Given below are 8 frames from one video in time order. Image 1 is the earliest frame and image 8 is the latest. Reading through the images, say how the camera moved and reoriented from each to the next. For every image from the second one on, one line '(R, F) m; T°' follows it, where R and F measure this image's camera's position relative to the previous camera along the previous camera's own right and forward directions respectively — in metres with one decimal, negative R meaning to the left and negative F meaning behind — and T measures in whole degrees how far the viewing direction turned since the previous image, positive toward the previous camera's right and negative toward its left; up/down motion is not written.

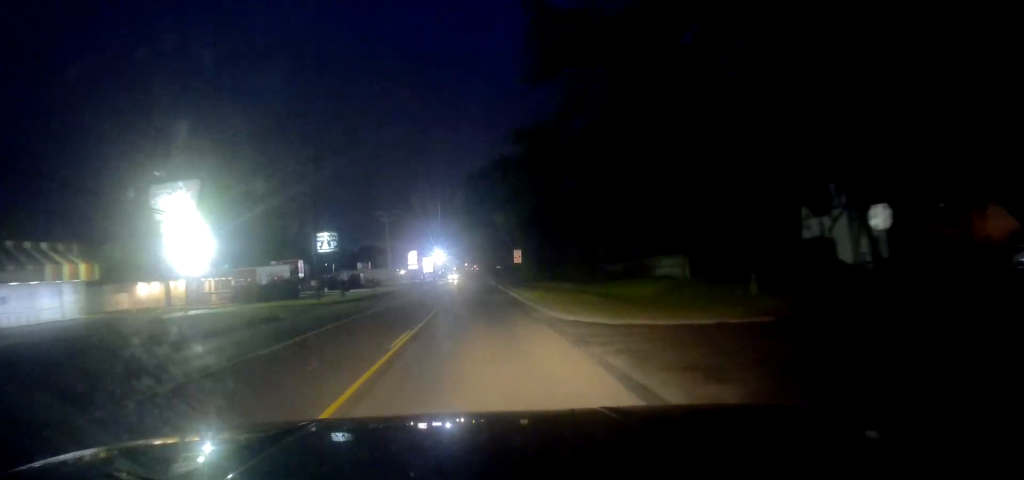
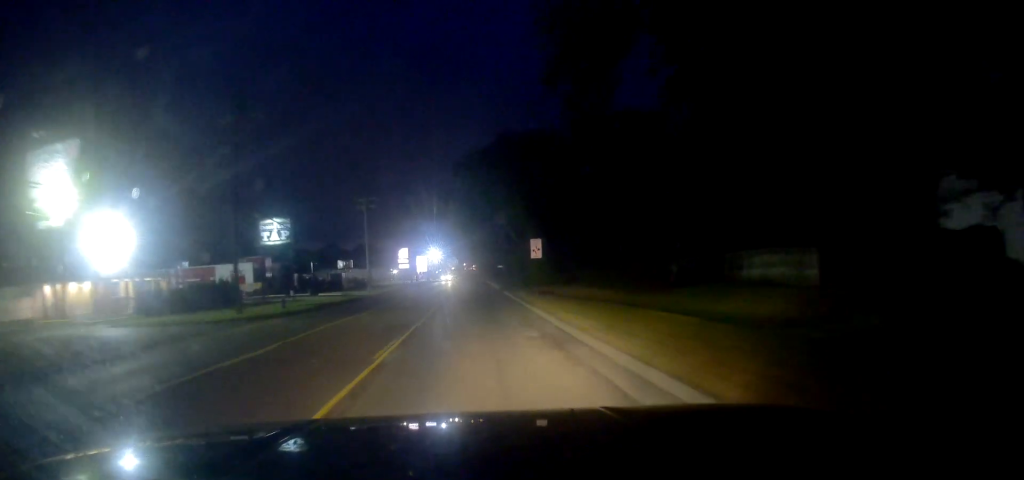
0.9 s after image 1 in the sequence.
(-0.4, +16.3) m; -1°
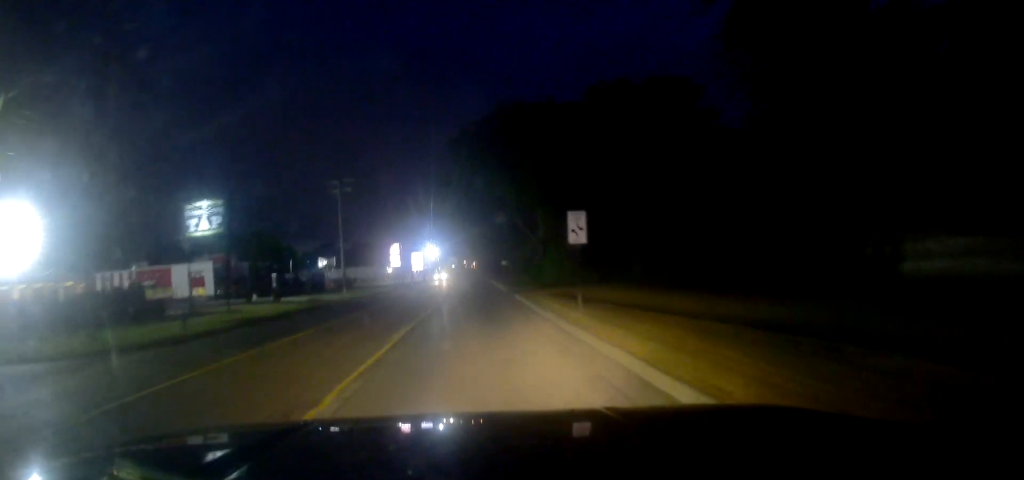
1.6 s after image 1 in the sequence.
(-0.1, +13.3) m; +1°
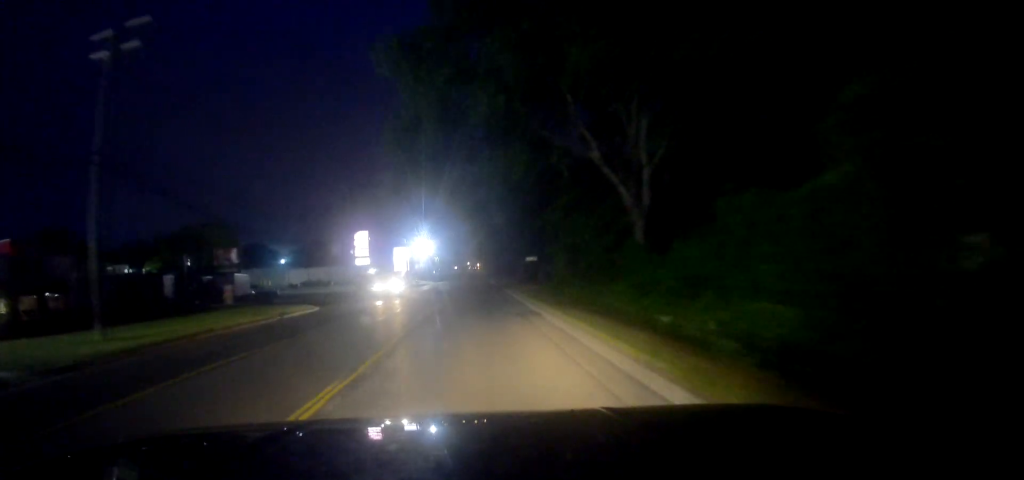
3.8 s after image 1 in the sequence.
(+0.1, +40.0) m; -1°
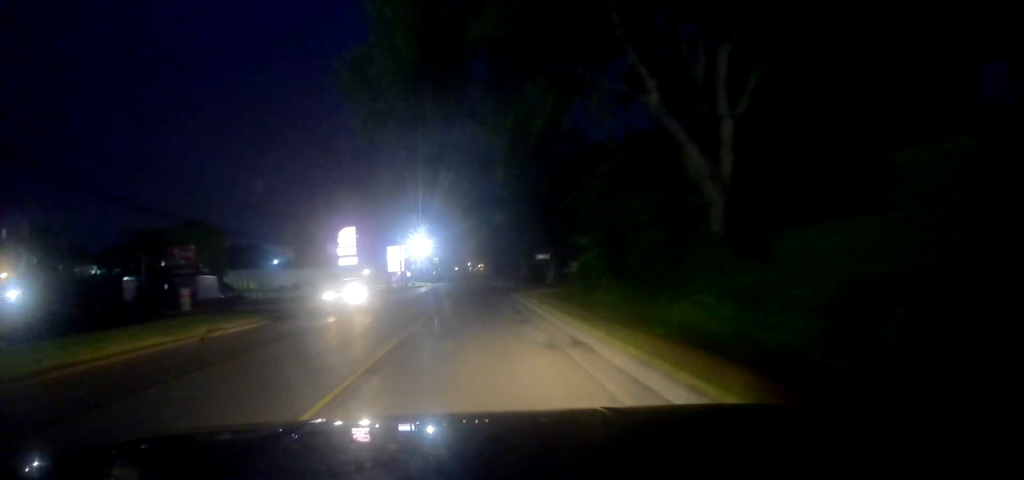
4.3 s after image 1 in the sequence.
(0.0, +9.0) m; +1°
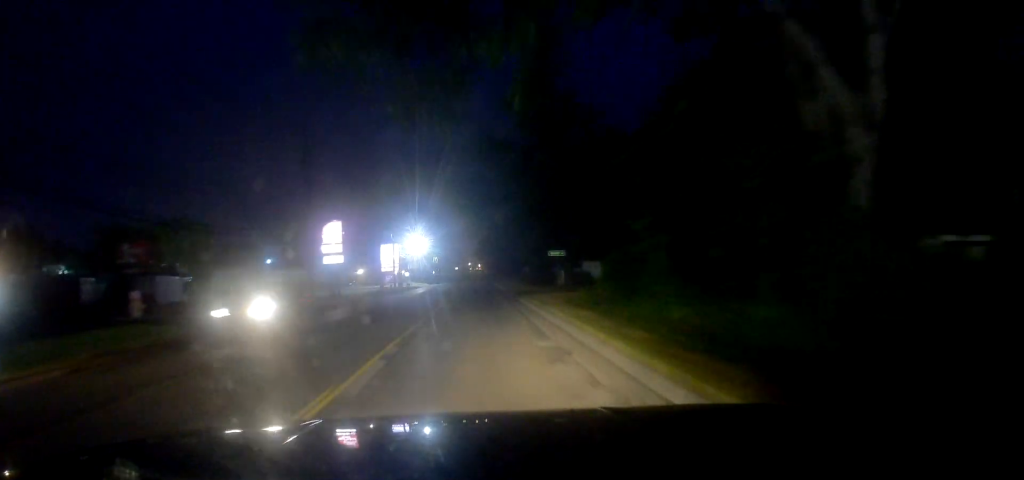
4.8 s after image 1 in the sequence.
(-0.1, +7.8) m; +1°
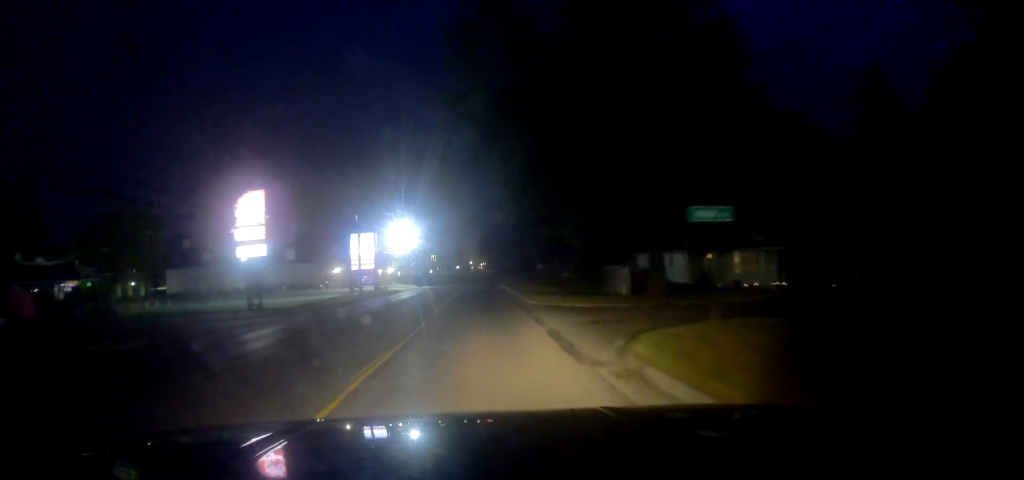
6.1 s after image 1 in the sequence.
(+0.3, +24.3) m; -1°
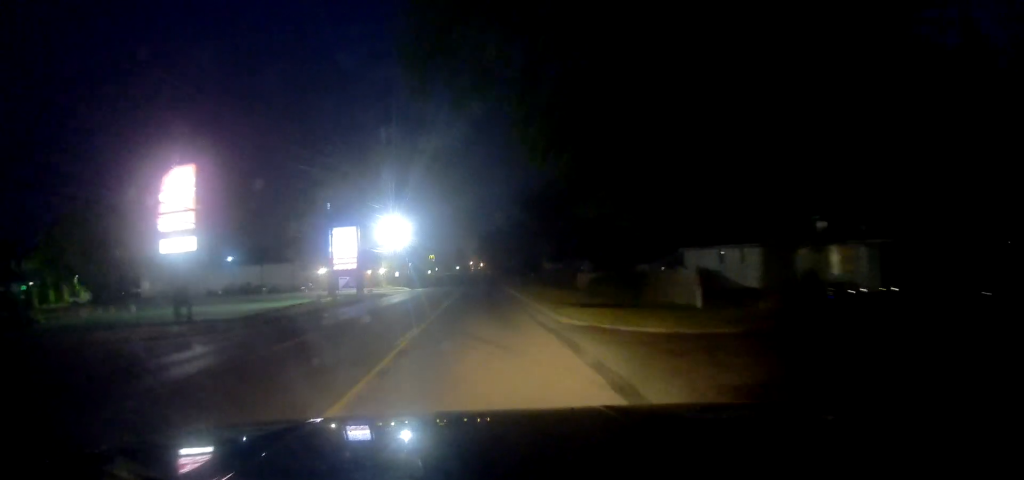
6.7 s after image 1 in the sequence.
(-0.2, +10.7) m; -1°
